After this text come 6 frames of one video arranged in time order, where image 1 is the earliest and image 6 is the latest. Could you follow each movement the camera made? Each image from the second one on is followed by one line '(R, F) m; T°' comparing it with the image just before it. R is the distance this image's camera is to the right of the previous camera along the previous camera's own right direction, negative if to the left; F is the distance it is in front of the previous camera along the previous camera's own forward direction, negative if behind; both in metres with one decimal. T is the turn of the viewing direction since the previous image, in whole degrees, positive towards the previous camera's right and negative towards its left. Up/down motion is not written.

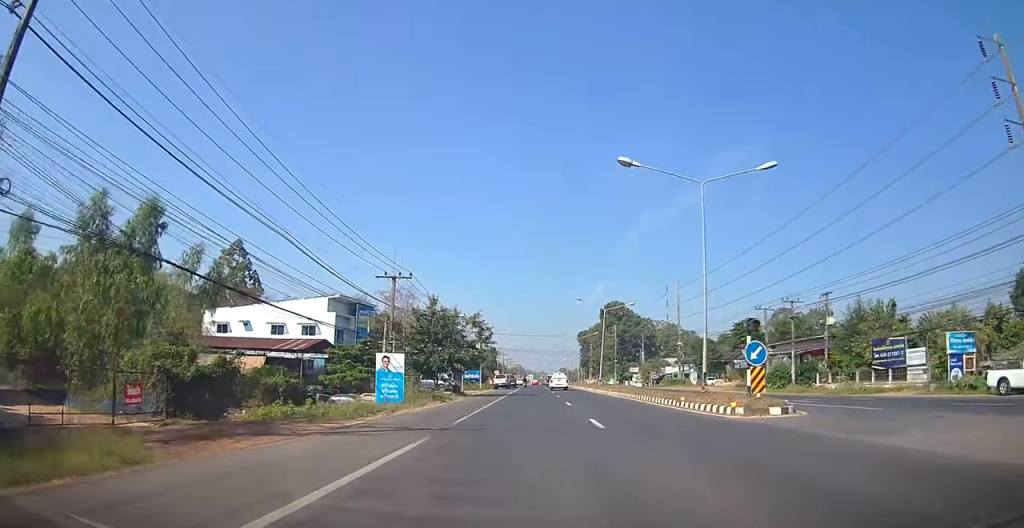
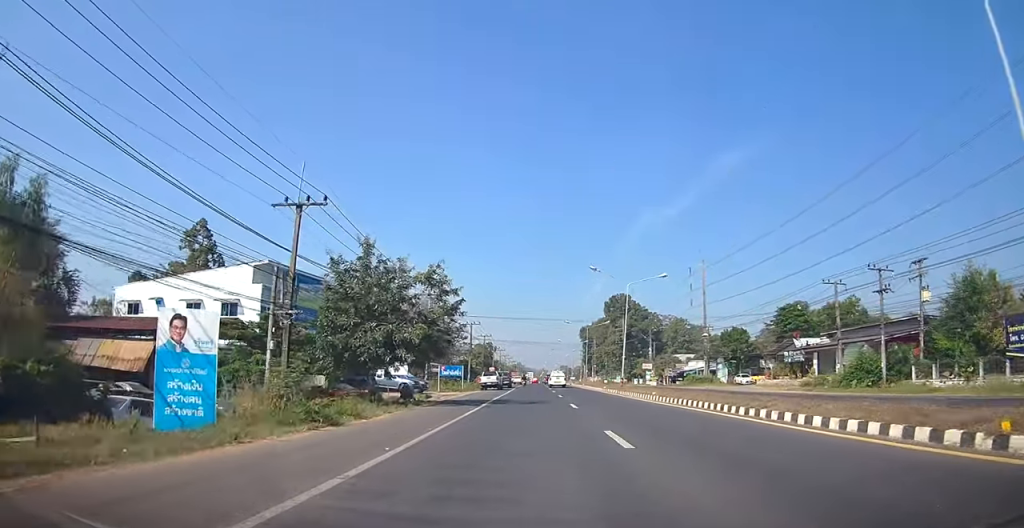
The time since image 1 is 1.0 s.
(-0.2, +16.3) m; -1°
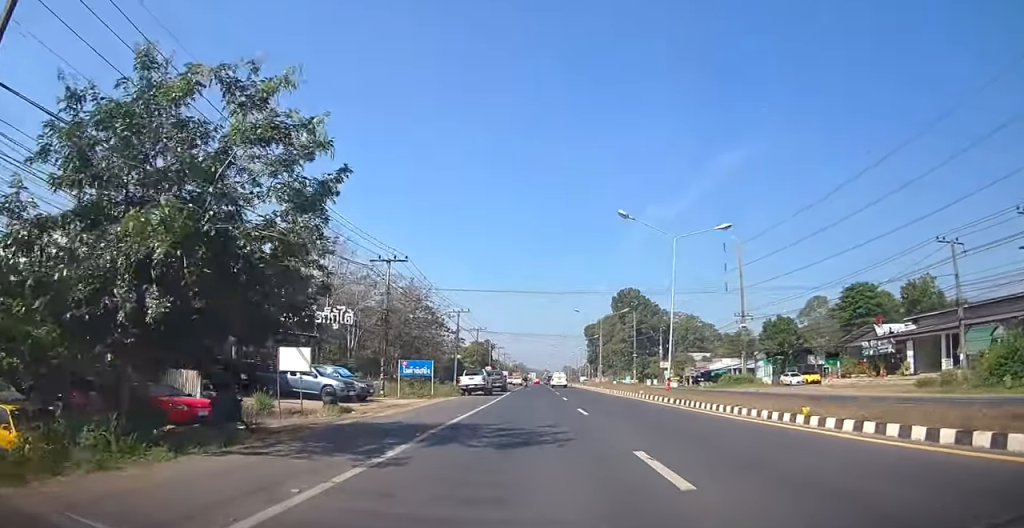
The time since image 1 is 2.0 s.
(-0.1, +15.8) m; -1°
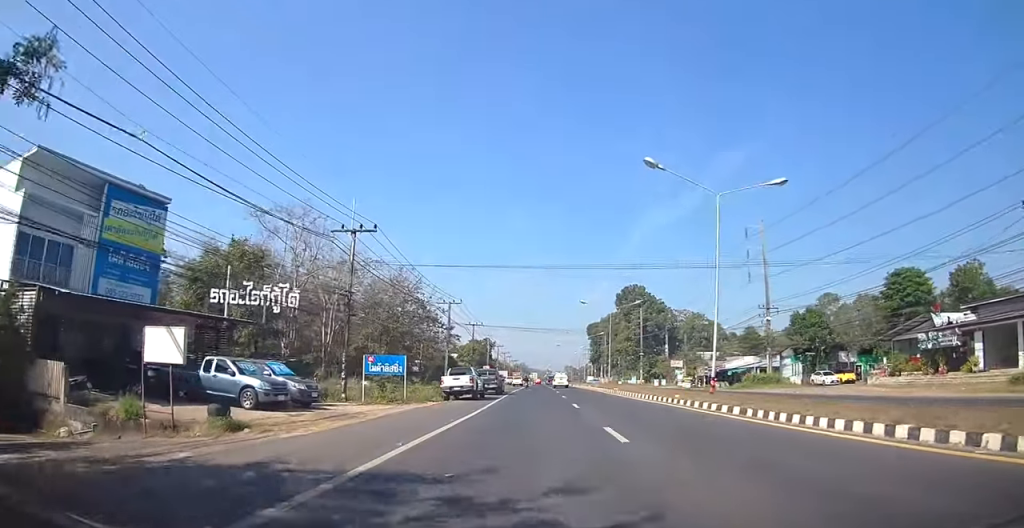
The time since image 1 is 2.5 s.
(0.0, +7.8) m; 0°
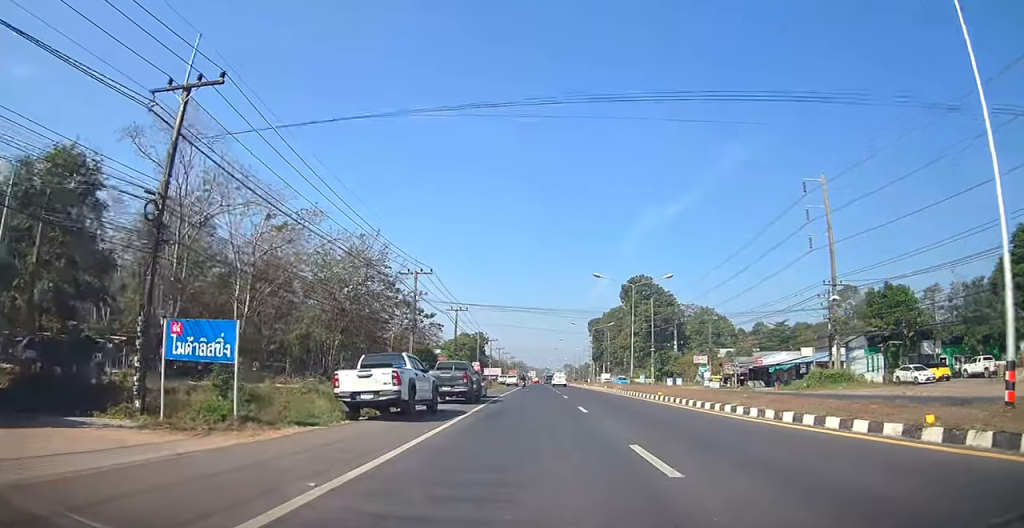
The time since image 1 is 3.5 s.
(+0.1, +16.1) m; +1°
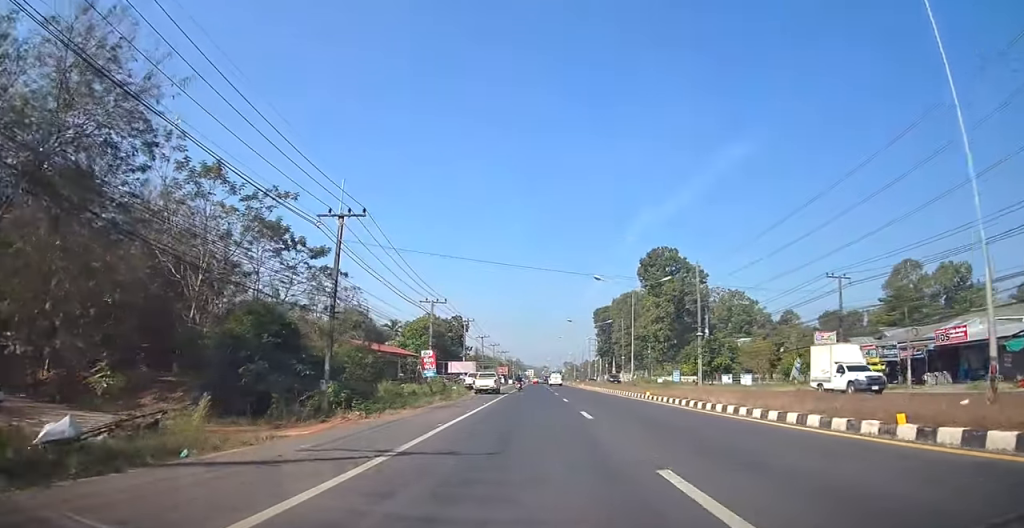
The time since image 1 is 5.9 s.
(-0.2, +39.7) m; -1°
